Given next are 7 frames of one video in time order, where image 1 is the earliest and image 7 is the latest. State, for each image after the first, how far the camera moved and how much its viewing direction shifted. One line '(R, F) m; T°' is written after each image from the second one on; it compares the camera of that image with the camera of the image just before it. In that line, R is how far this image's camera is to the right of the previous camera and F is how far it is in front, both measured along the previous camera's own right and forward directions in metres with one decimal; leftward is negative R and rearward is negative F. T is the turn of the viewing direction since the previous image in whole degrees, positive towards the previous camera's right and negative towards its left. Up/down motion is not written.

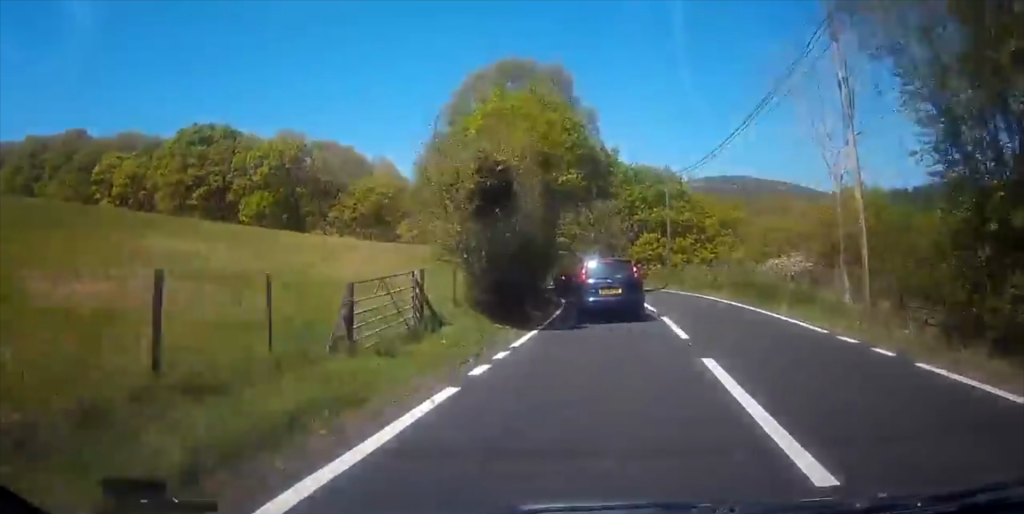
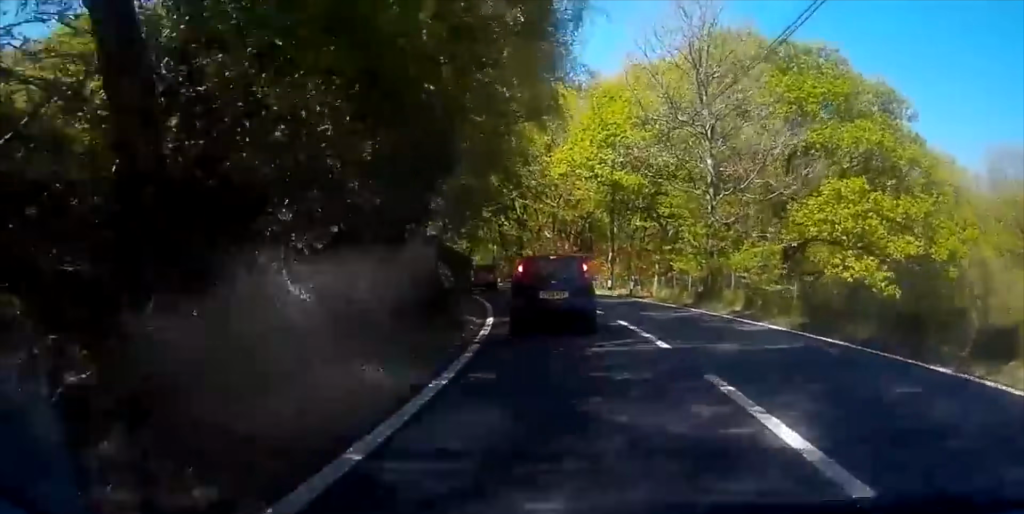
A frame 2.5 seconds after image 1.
(-2.2, +45.3) m; -7°
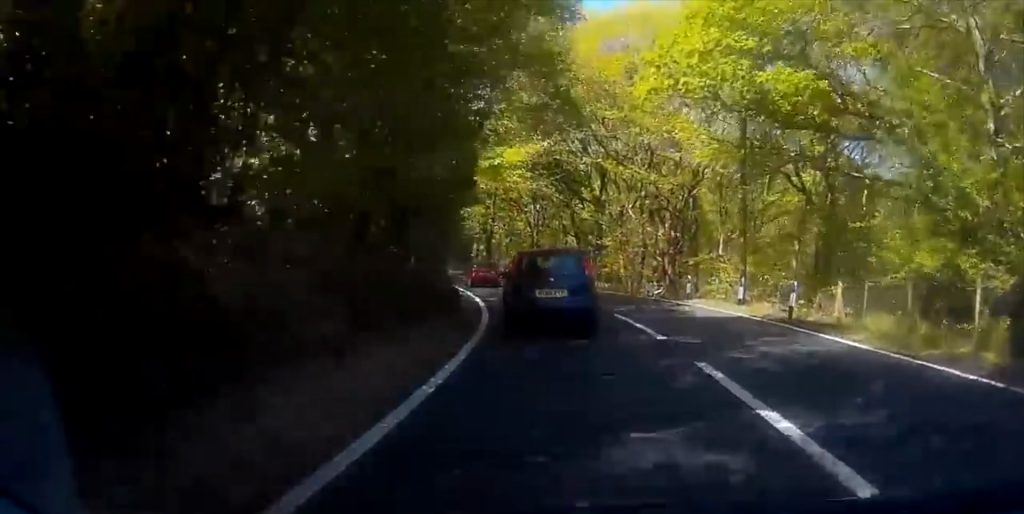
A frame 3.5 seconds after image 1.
(-0.8, +16.6) m; -7°
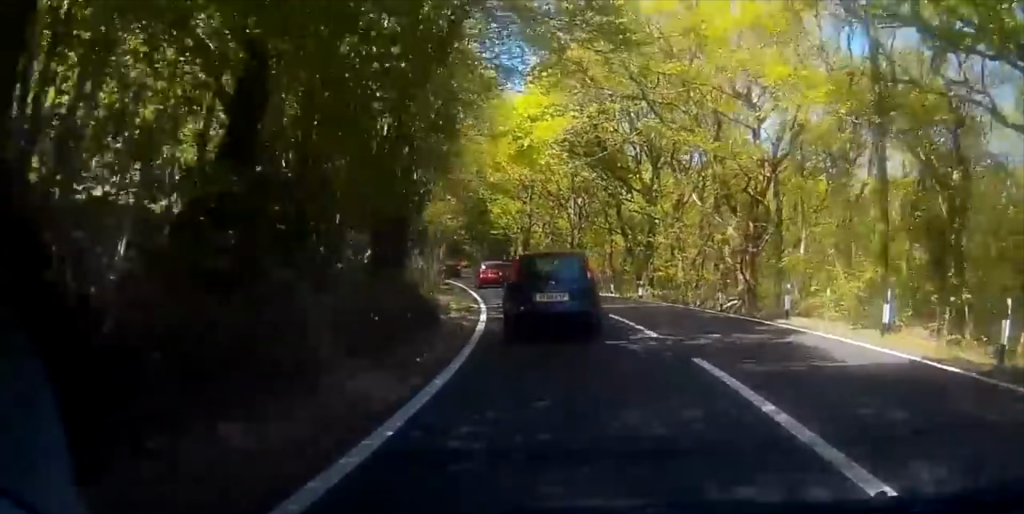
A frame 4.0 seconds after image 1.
(-0.1, +8.2) m; -4°
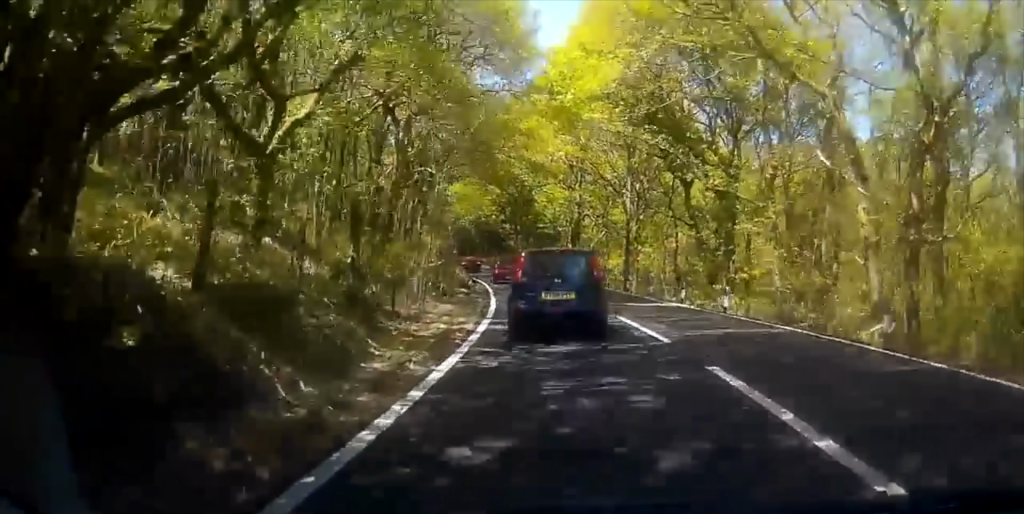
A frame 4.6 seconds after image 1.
(-0.6, +9.7) m; -4°
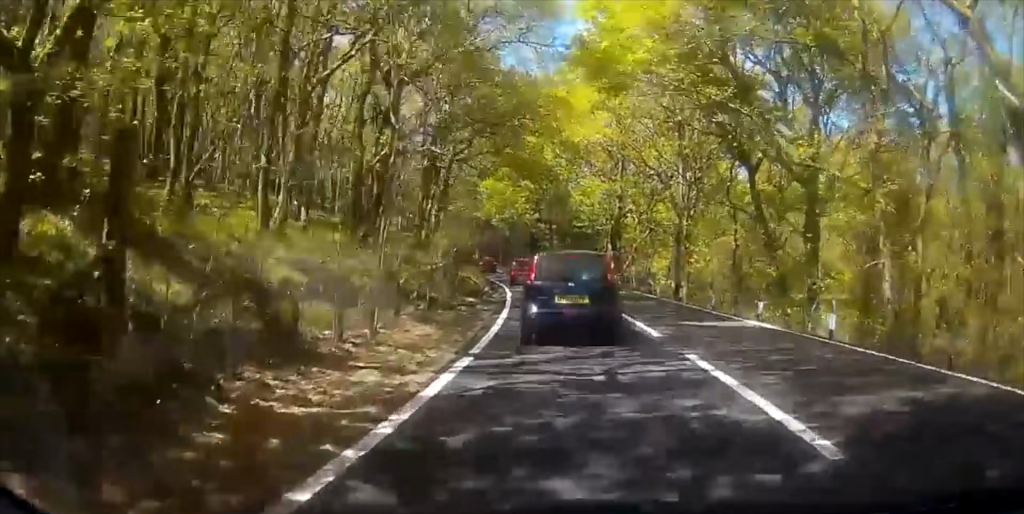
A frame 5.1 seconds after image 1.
(-0.1, +7.0) m; -3°
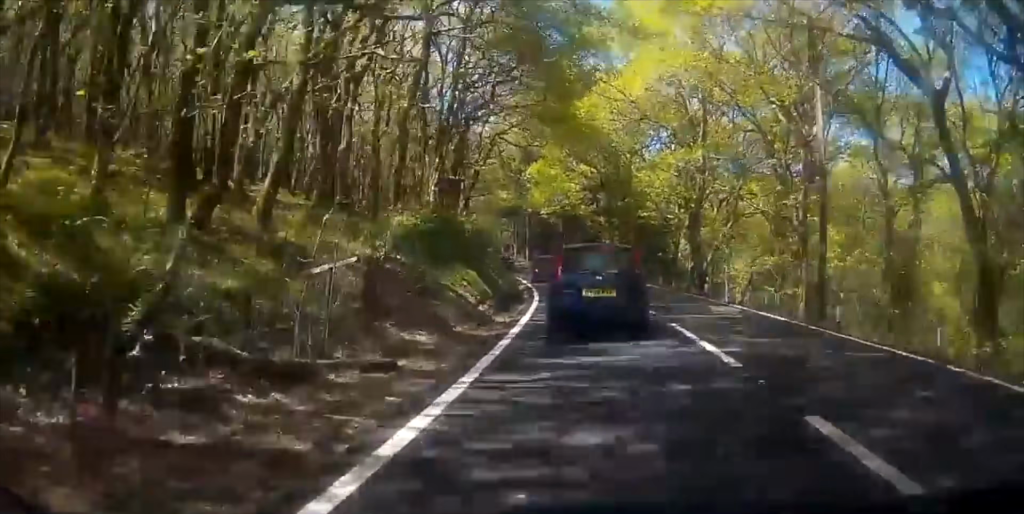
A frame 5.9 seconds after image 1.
(-0.4, +13.6) m; -4°
